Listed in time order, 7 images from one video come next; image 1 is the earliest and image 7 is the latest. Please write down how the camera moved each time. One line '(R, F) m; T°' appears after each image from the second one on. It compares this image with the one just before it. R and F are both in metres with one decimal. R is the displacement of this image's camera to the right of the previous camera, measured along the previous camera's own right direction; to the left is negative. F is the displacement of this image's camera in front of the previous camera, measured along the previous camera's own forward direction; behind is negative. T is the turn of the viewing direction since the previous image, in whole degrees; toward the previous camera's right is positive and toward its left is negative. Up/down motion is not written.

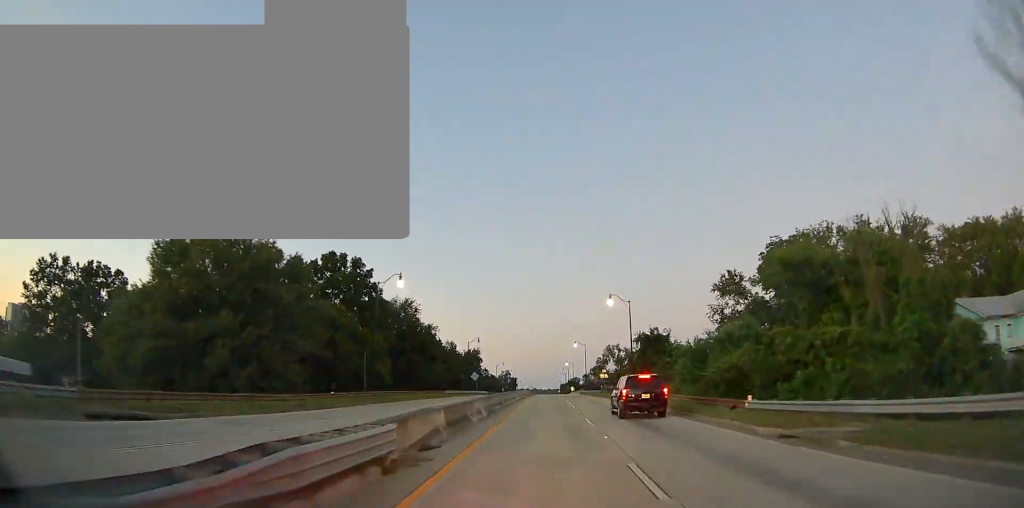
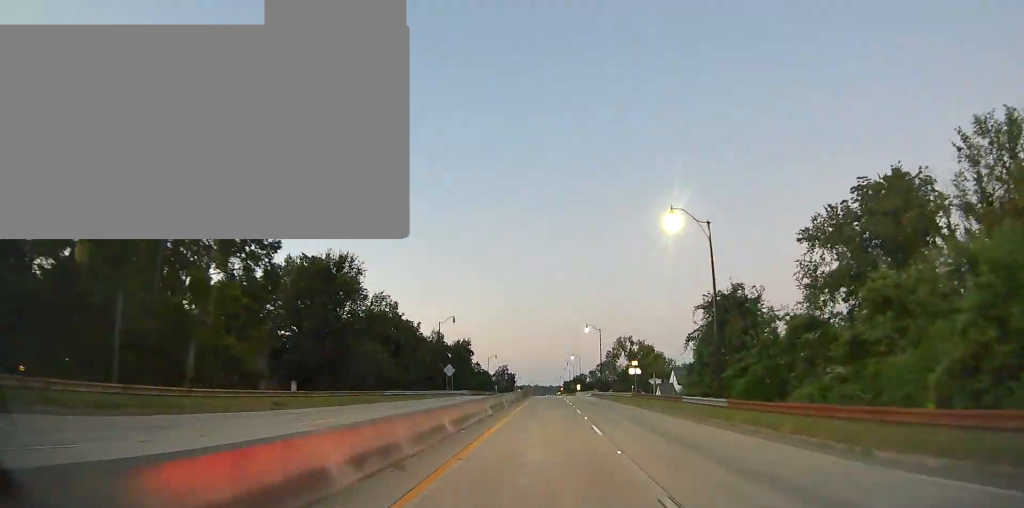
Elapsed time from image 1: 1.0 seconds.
(+0.2, +27.9) m; 0°
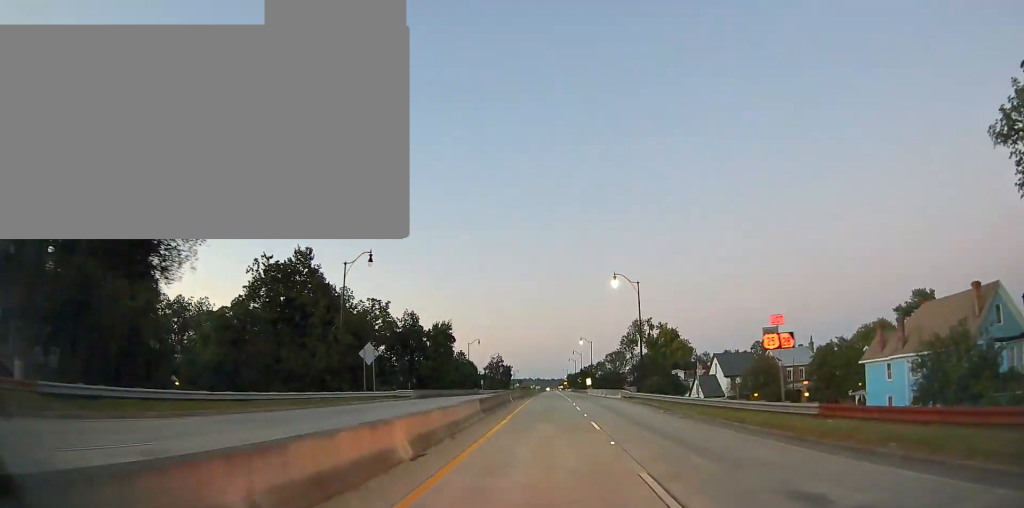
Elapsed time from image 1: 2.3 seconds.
(-0.2, +35.3) m; -1°
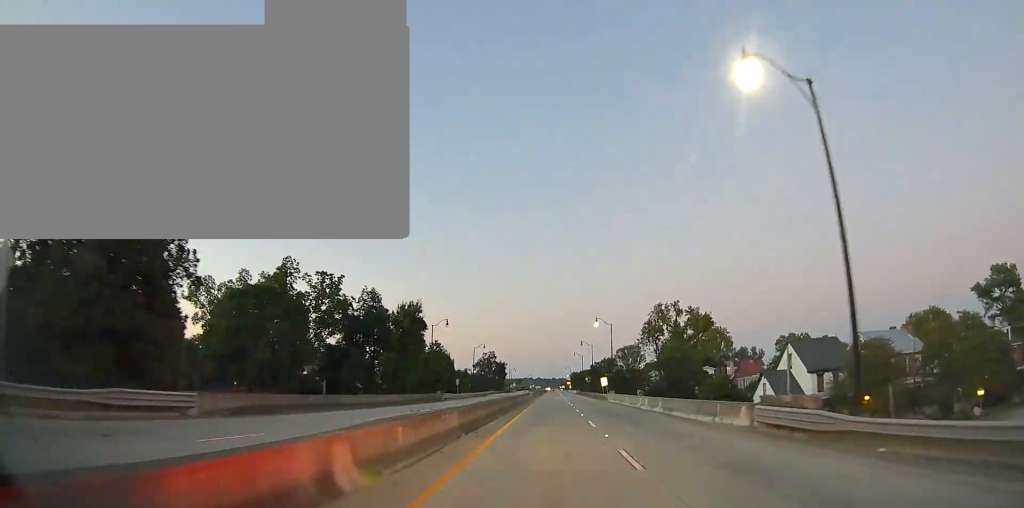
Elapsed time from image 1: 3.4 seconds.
(-0.1, +32.6) m; 0°
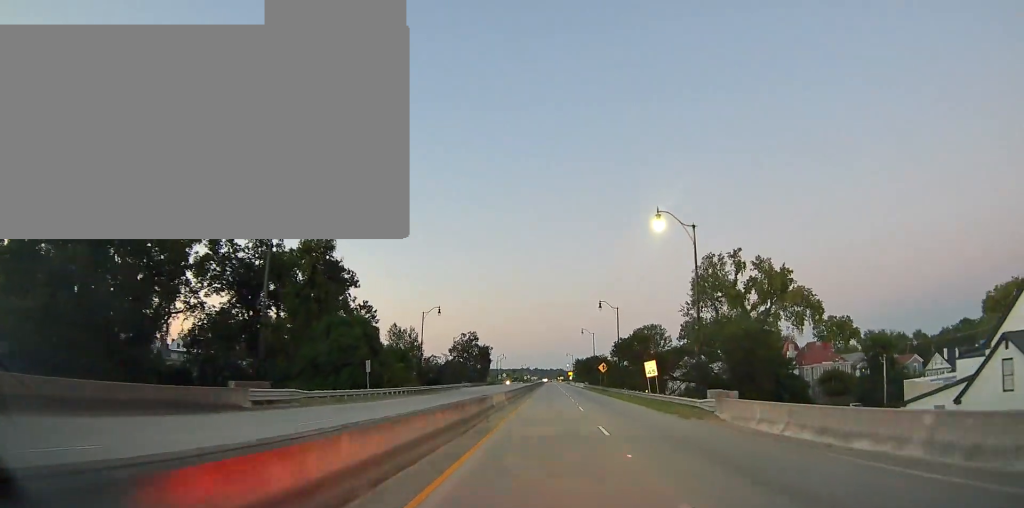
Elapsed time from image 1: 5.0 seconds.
(+0.2, +42.9) m; 0°
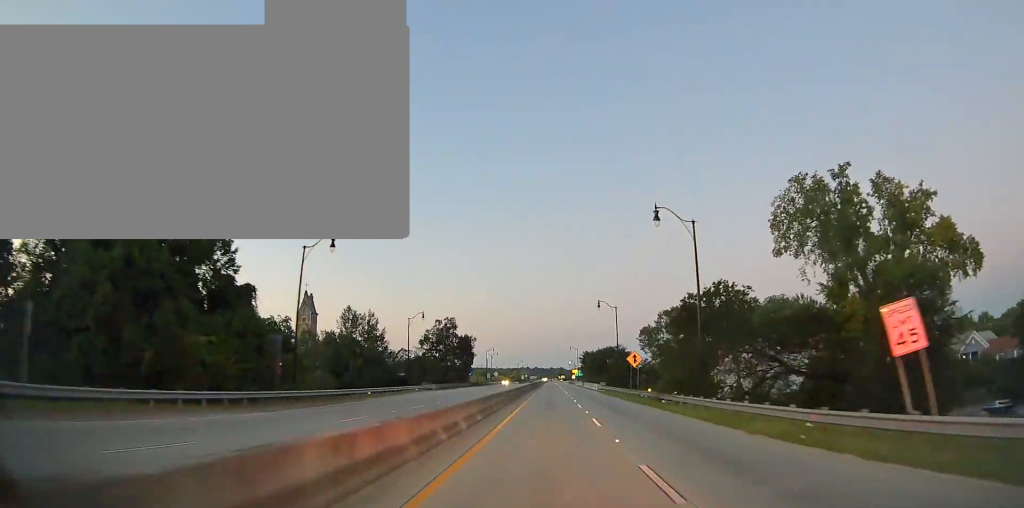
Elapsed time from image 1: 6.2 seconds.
(0.0, +34.0) m; 0°
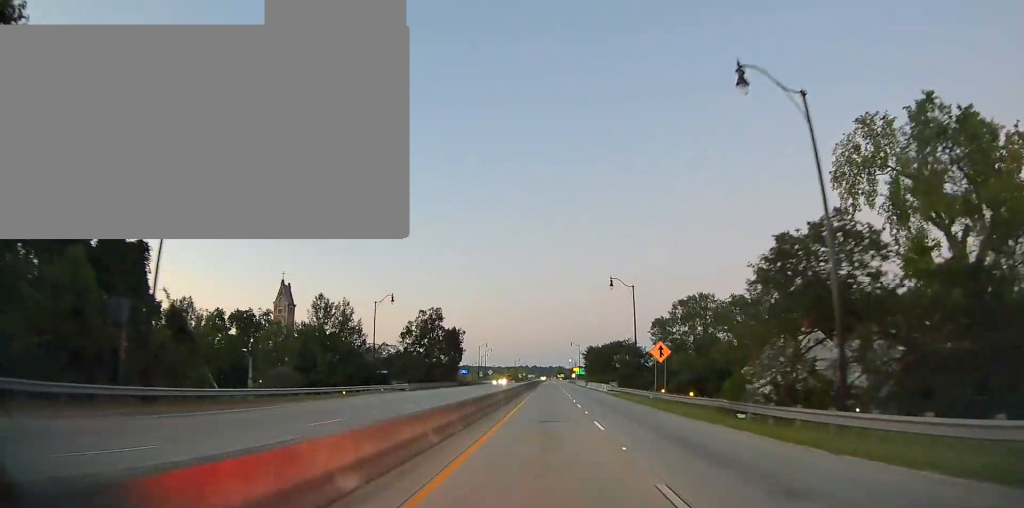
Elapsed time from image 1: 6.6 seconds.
(0.0, +13.4) m; 0°
